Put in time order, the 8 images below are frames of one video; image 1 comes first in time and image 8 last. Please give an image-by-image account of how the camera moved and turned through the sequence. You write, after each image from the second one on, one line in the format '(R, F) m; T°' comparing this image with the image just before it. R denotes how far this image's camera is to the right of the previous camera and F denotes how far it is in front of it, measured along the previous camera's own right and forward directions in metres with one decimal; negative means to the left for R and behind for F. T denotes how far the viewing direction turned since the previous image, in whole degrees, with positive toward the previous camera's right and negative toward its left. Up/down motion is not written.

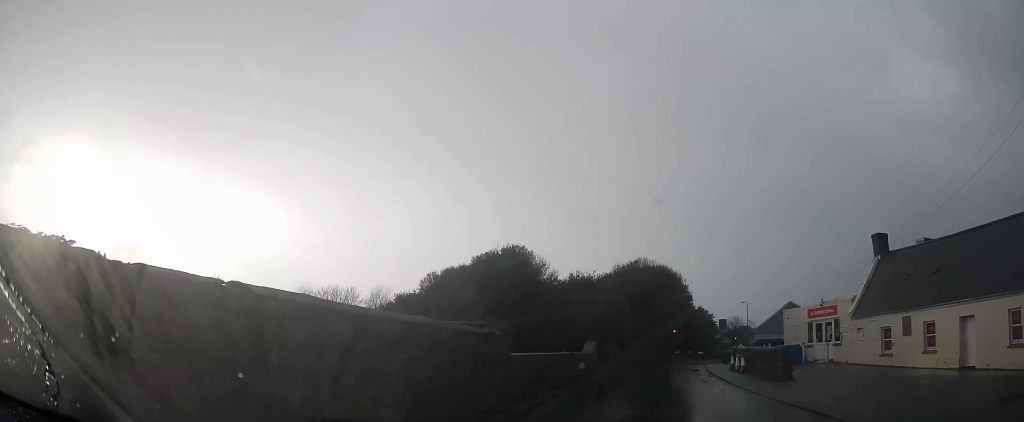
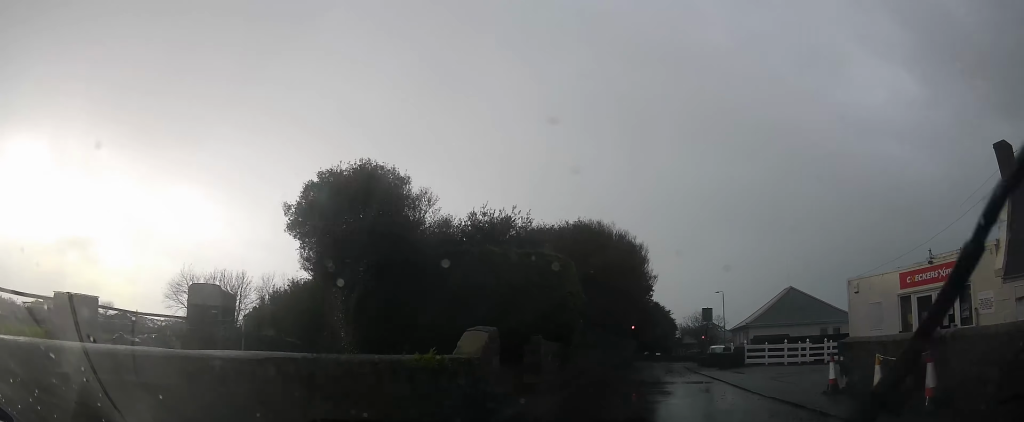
(+2.3, +13.1) m; +10°
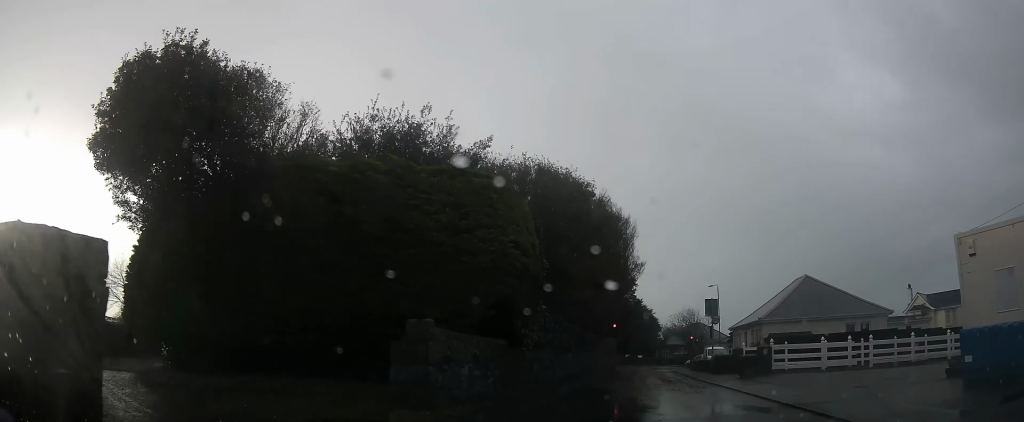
(0.0, +7.4) m; +2°
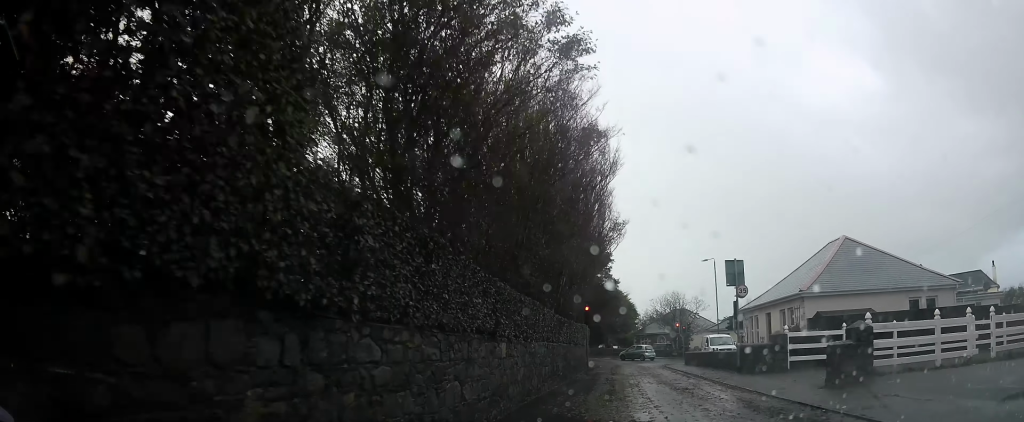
(+0.5, +10.2) m; +6°
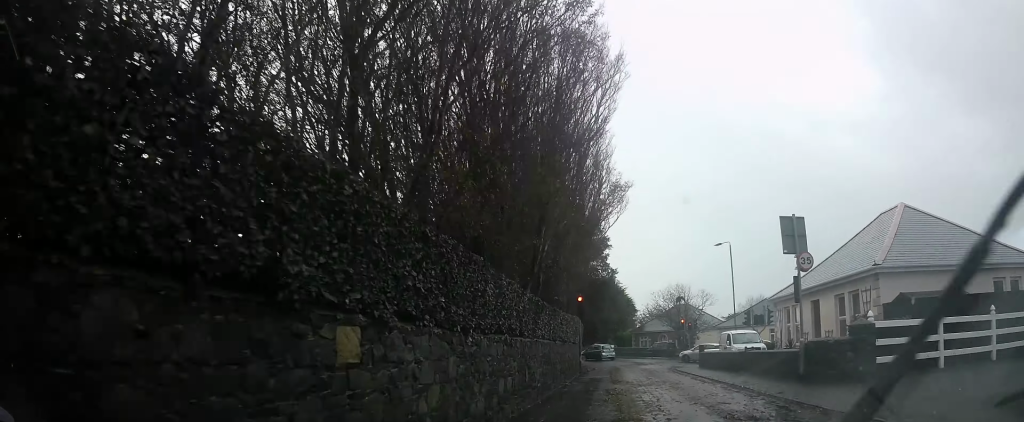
(+0.3, +7.2) m; +3°
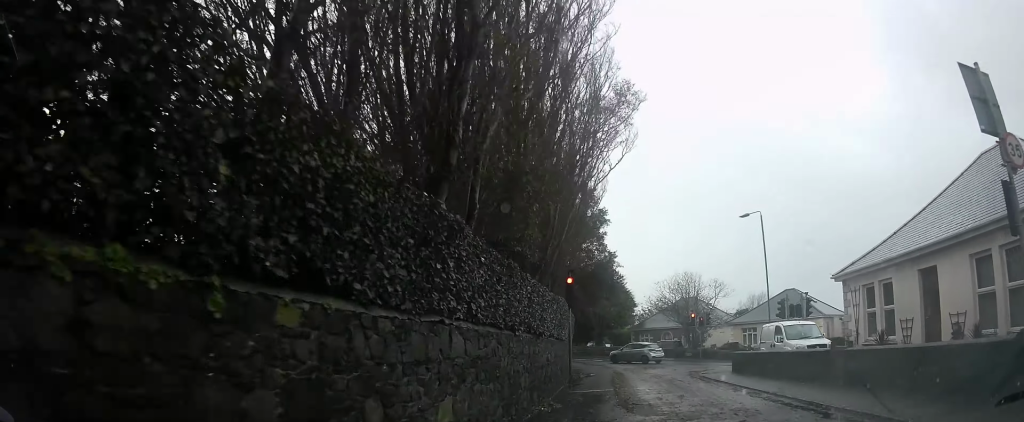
(+0.1, +9.4) m; +6°
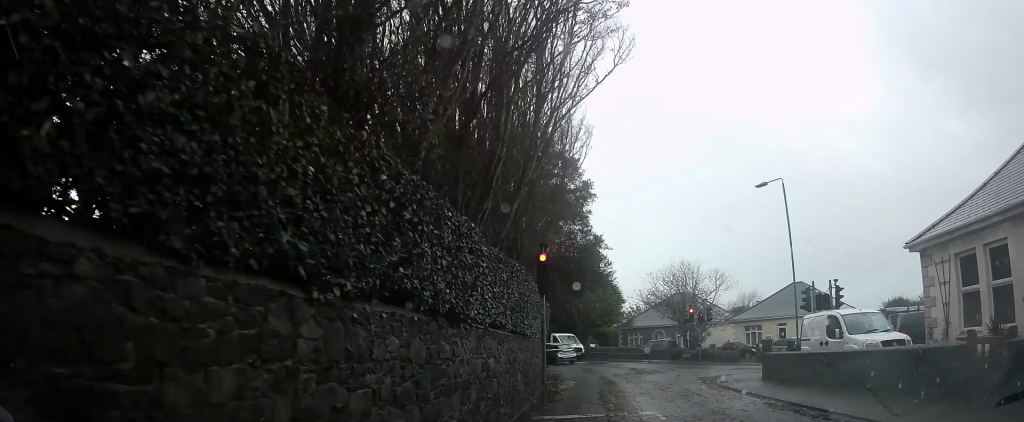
(+0.7, +7.1) m; +9°
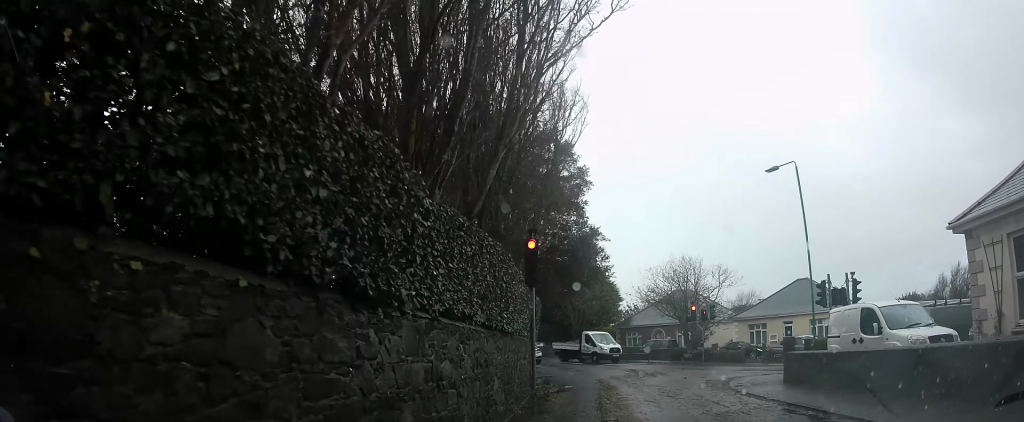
(+0.1, +2.9) m; +3°
